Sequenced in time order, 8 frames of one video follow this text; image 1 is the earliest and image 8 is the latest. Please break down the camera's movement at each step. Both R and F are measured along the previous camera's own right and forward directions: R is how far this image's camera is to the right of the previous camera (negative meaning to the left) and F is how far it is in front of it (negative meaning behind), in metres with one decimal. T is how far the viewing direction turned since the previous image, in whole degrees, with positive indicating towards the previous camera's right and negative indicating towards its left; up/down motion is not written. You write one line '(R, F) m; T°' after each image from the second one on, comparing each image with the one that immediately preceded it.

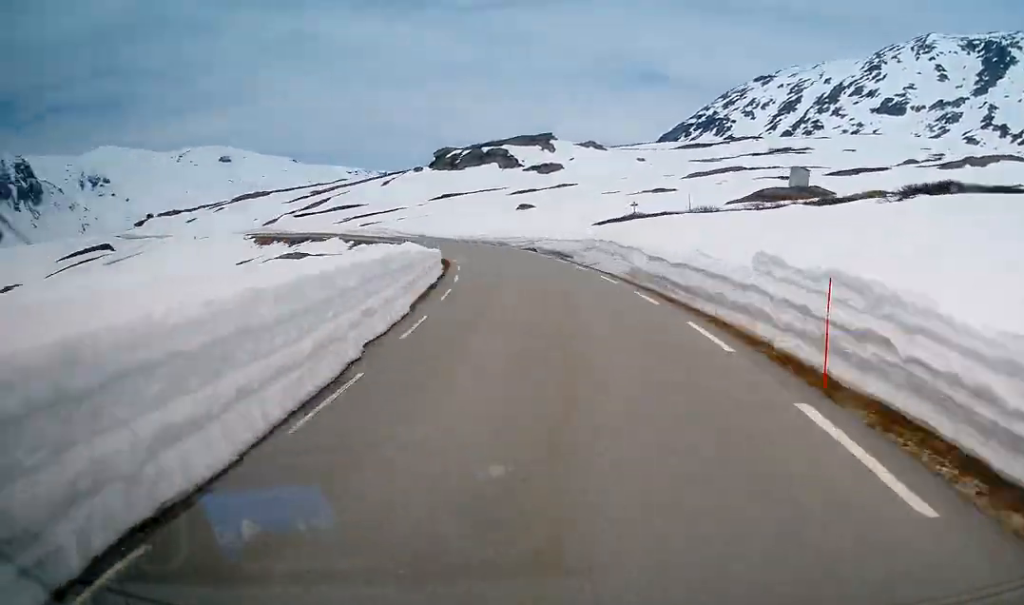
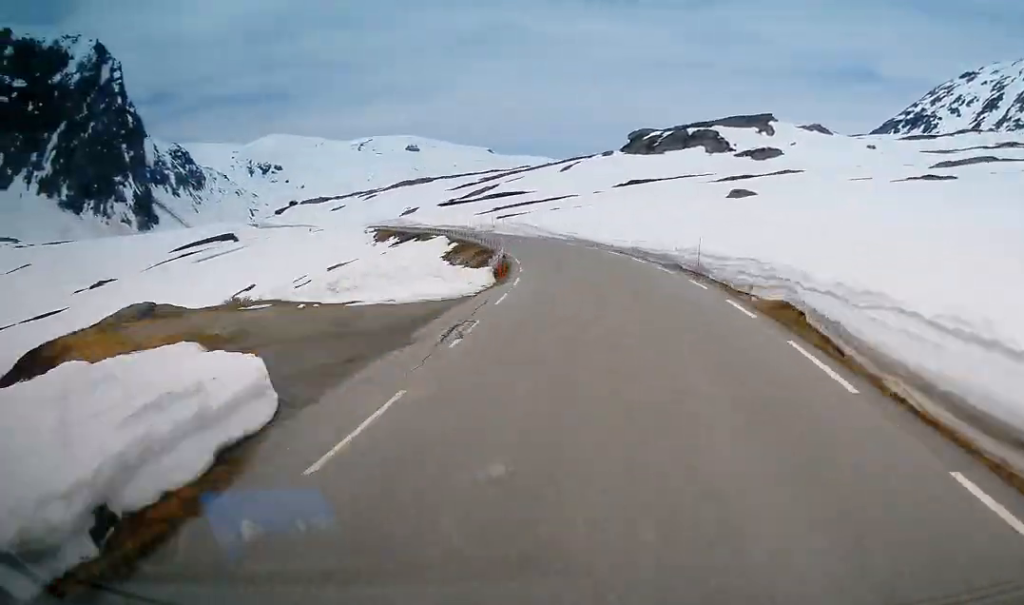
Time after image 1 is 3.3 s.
(-1.5, +32.0) m; -10°
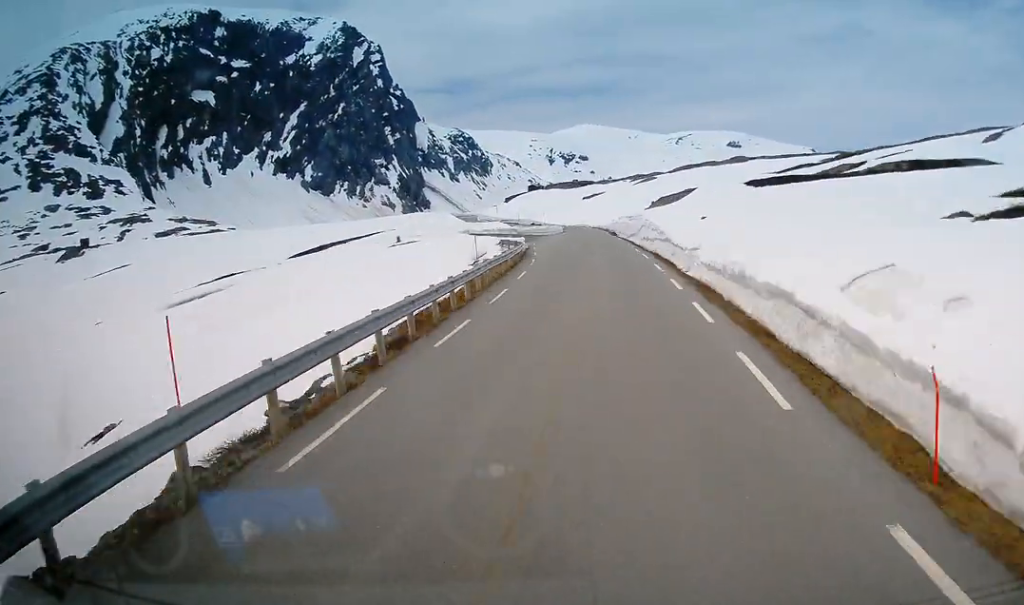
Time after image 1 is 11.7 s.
(-15.2, +80.9) m; -15°
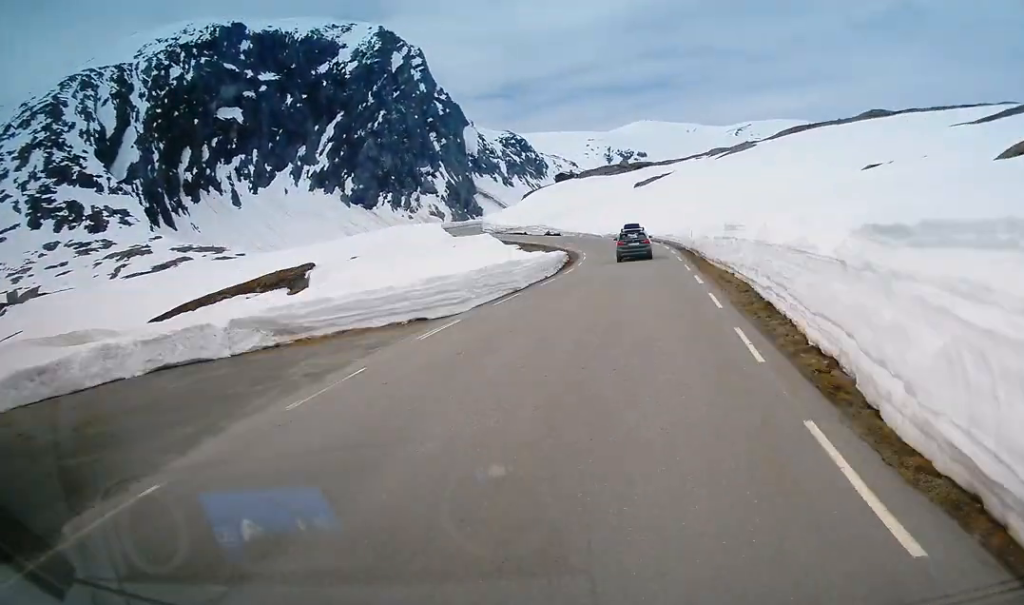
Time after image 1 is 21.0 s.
(-6.8, +91.7) m; -13°
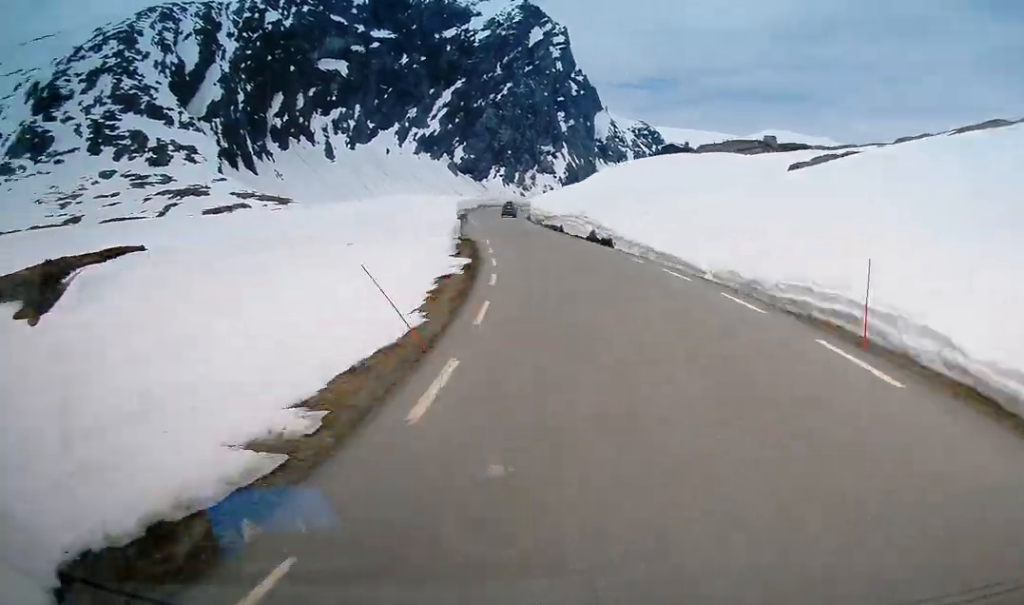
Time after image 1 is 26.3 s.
(-7.6, +51.8) m; +3°
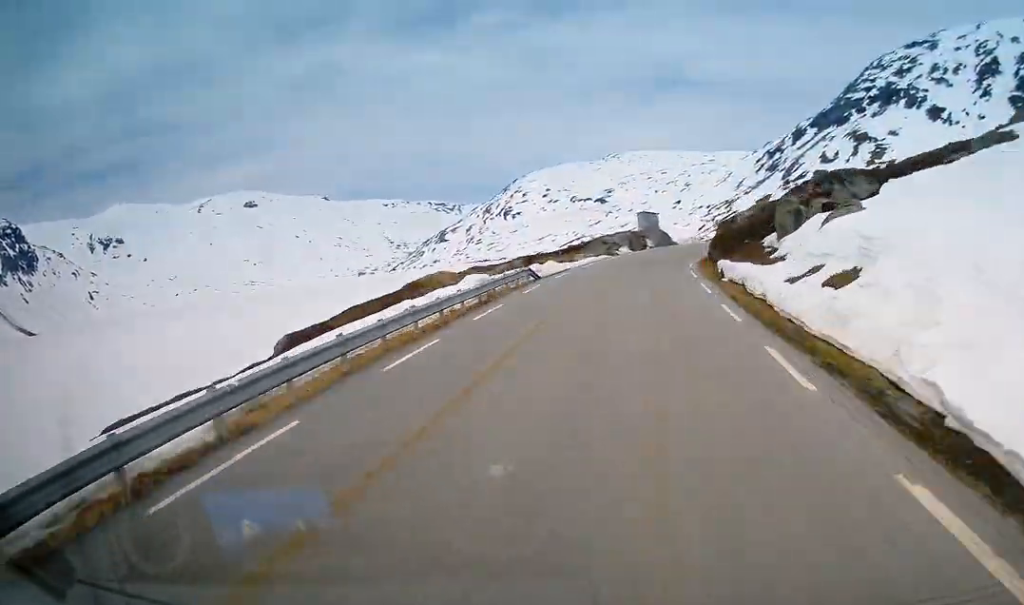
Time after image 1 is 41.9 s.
(+51.1, +124.3) m; +60°
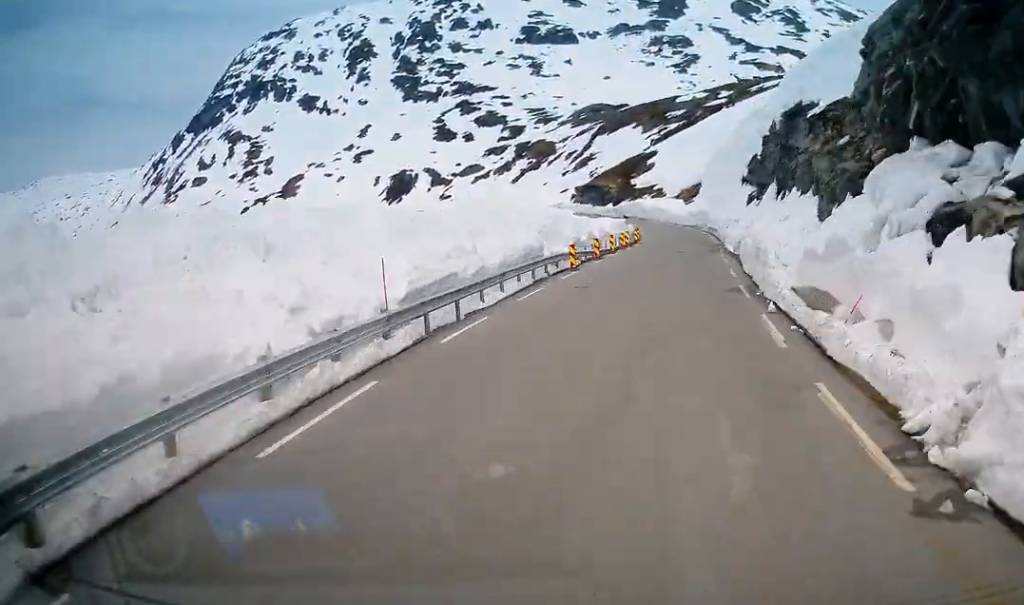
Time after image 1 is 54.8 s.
(+55.2, +109.7) m; +36°
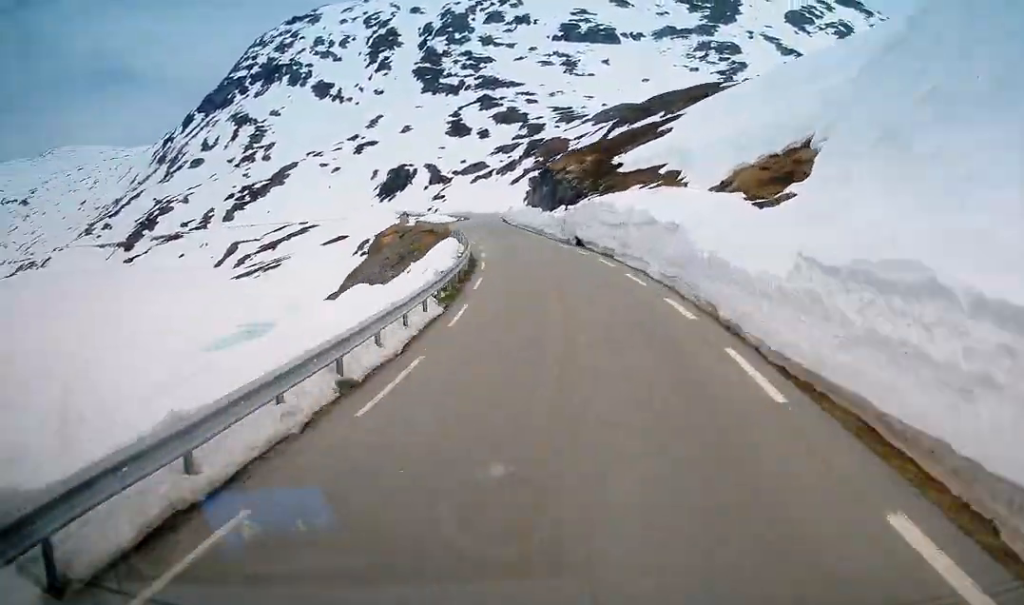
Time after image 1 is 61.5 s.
(-3.4, +71.8) m; -6°
